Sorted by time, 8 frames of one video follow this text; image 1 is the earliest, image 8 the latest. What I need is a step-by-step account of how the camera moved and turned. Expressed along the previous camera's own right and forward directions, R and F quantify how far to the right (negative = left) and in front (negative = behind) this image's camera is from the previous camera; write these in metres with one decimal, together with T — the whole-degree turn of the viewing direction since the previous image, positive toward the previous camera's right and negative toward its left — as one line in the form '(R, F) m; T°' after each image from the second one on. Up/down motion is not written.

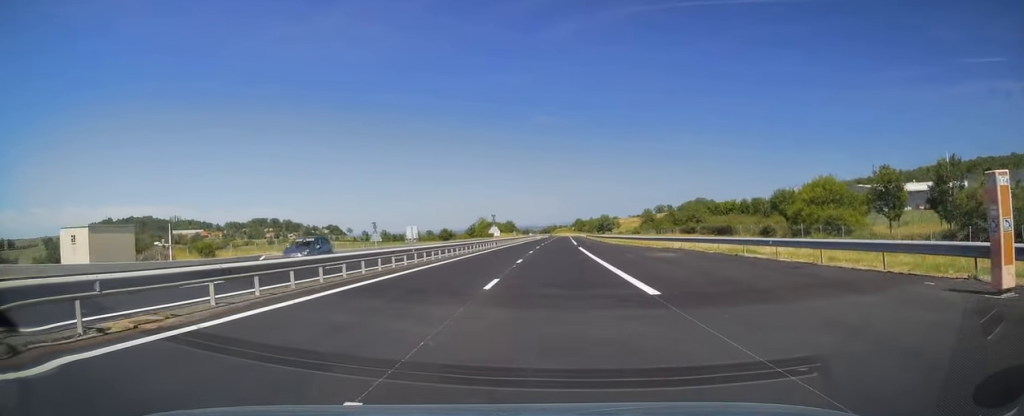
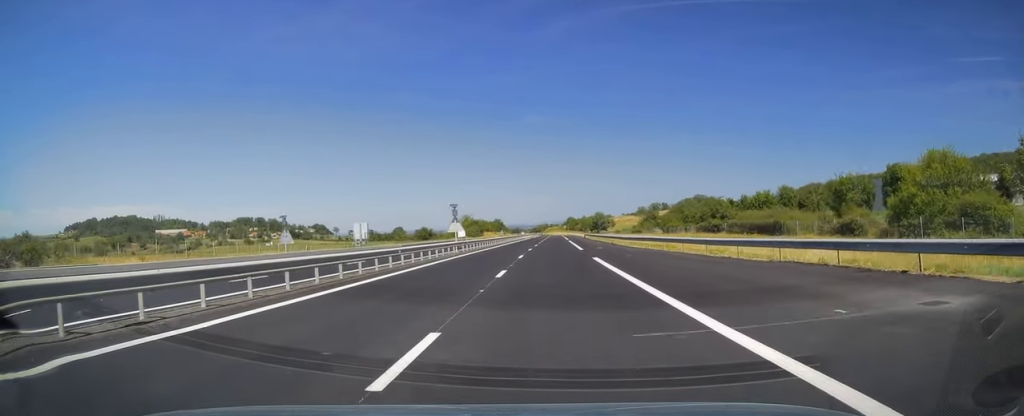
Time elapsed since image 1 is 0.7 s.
(+0.2, +22.3) m; +1°
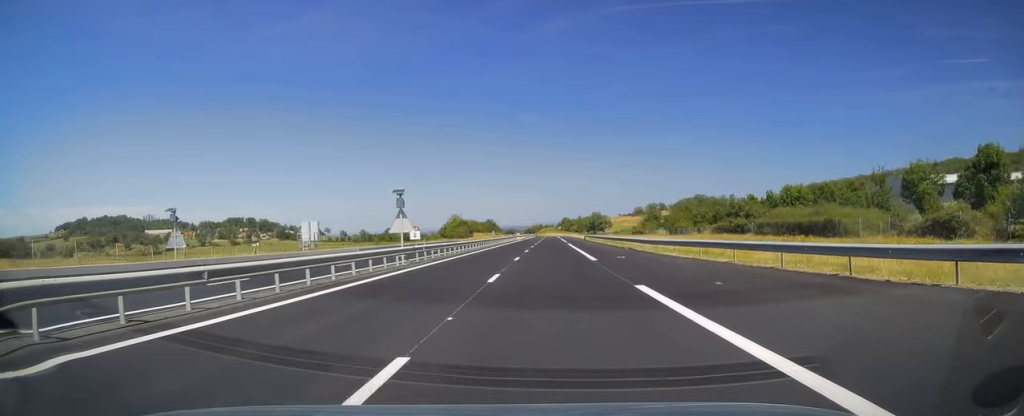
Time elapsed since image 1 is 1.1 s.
(+0.2, +14.5) m; 0°
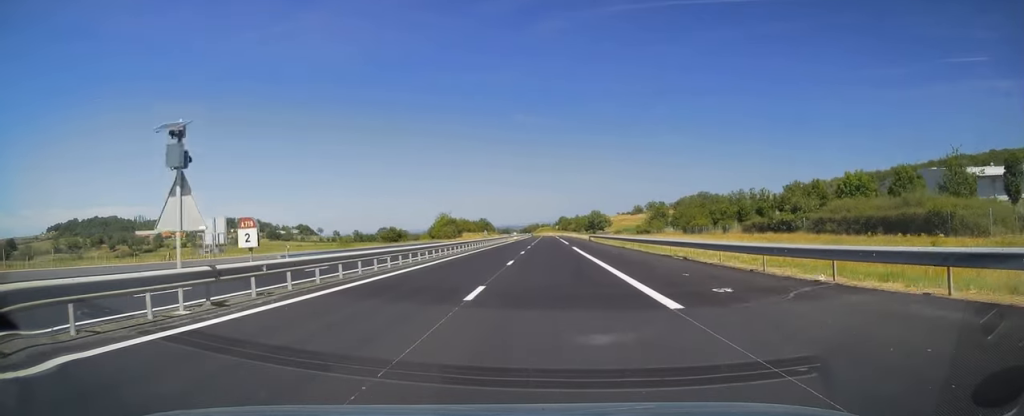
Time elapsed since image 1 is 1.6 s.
(+0.1, +17.4) m; 0°
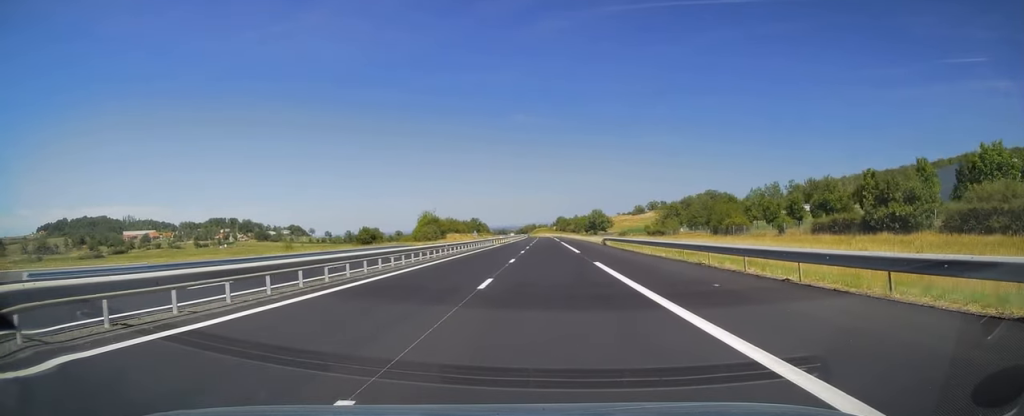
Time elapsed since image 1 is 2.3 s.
(0.0, +23.4) m; 0°
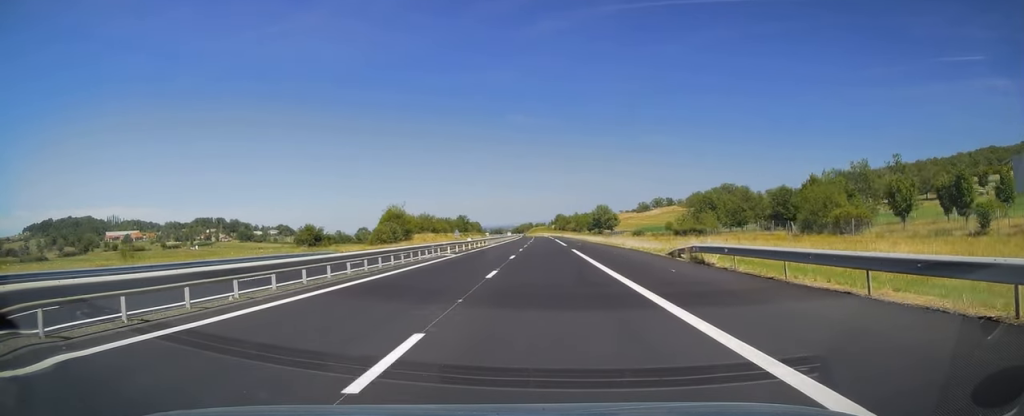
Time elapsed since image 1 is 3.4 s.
(+0.2, +35.6) m; 0°
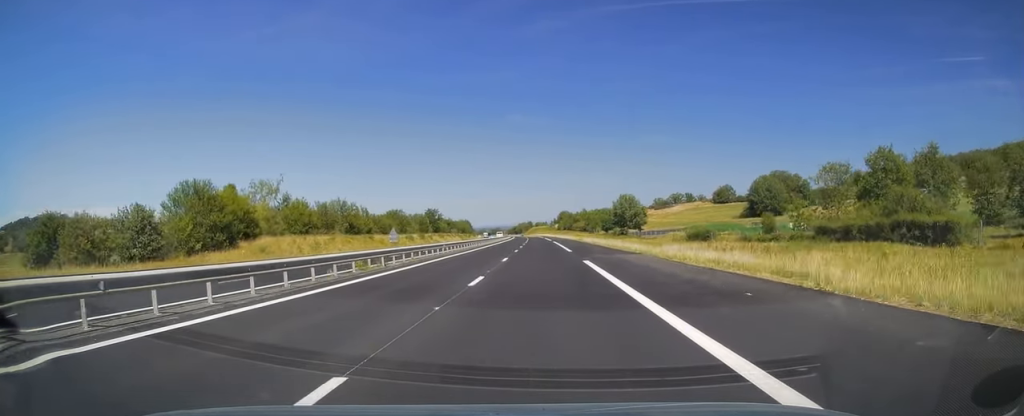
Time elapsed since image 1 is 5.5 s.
(-0.3, +67.2) m; 0°
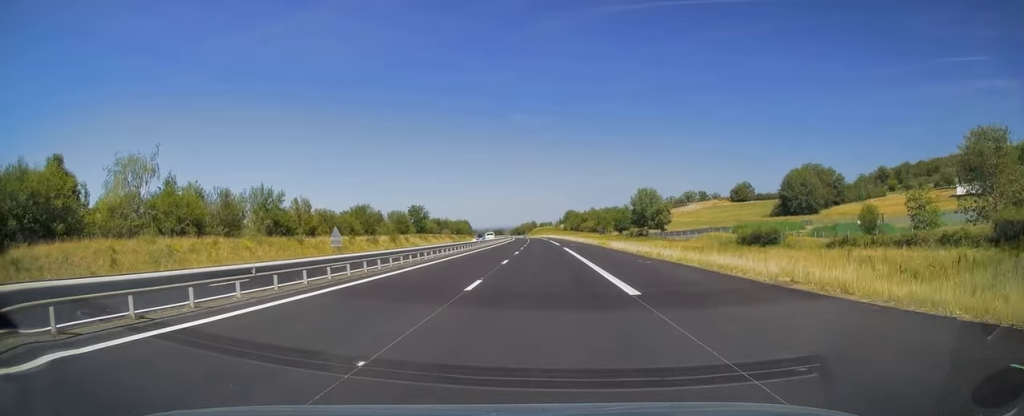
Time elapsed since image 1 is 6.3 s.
(0.0, +27.0) m; 0°
